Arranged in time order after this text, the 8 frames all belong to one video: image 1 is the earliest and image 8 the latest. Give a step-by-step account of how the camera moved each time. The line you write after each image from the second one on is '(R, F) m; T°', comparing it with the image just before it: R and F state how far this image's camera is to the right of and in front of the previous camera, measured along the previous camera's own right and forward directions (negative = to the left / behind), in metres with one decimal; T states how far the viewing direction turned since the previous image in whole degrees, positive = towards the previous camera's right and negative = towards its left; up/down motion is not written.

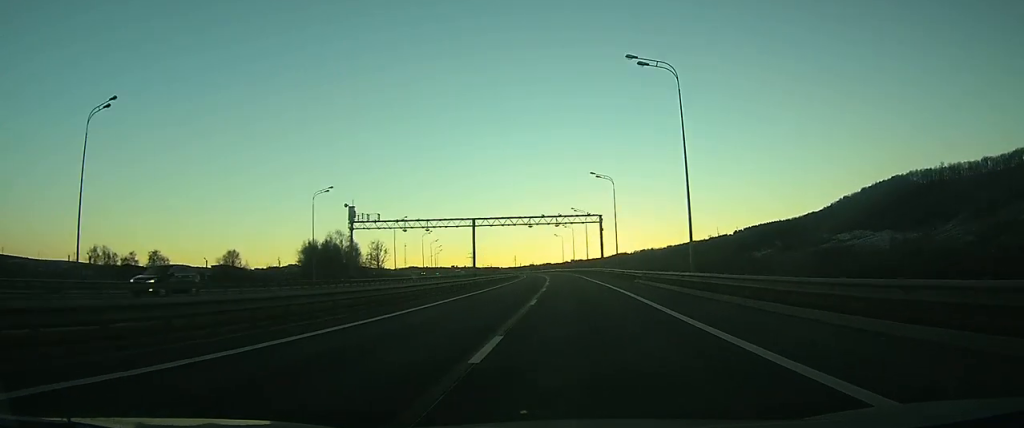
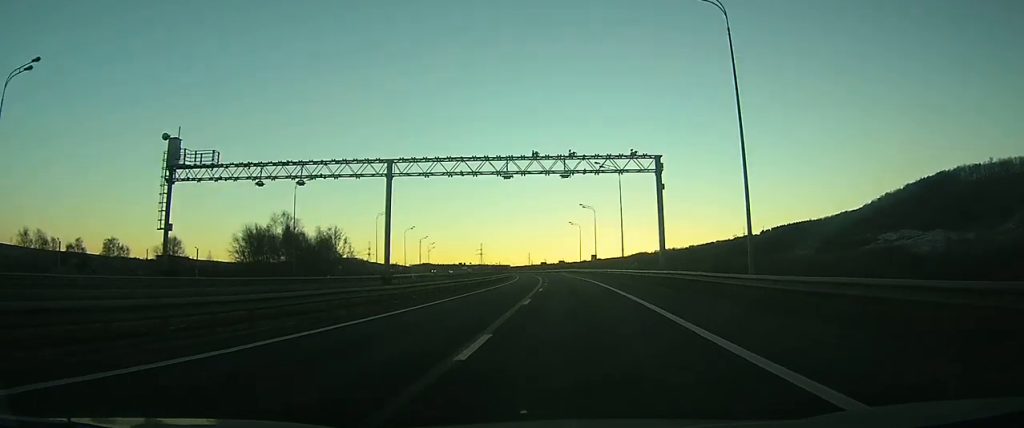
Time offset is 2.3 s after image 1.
(-0.3, +40.3) m; -1°
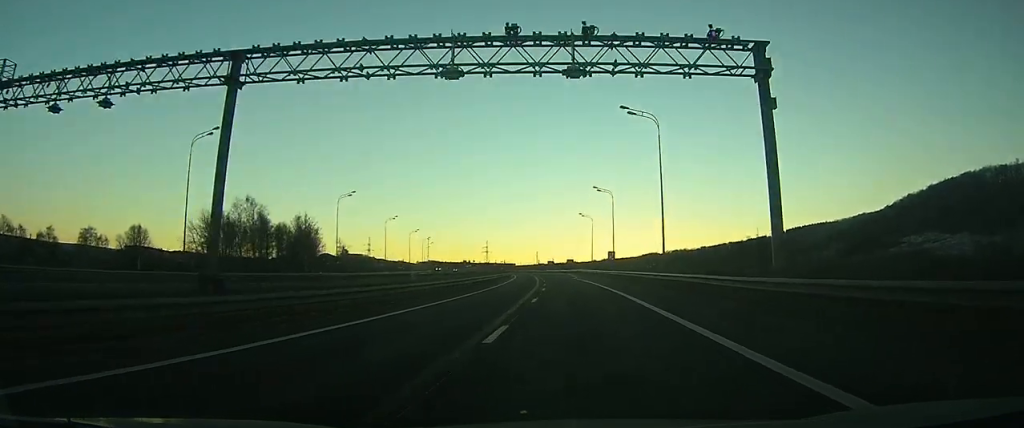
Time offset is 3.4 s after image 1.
(-0.1, +19.9) m; -1°
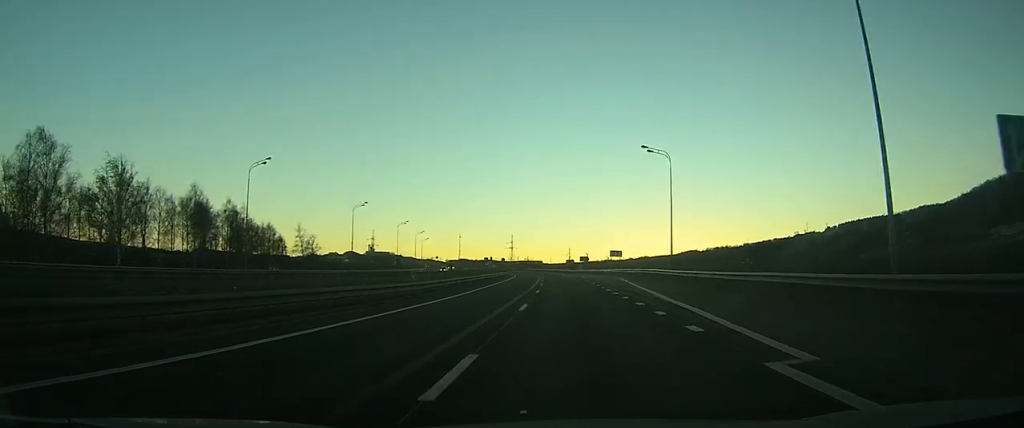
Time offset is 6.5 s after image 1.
(-1.6, +61.8) m; -3°
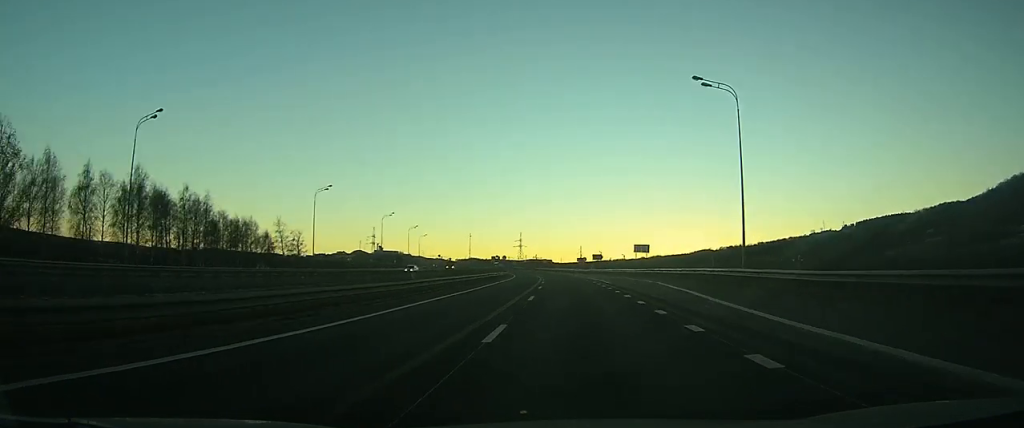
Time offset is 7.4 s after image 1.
(-0.3, +22.1) m; -1°
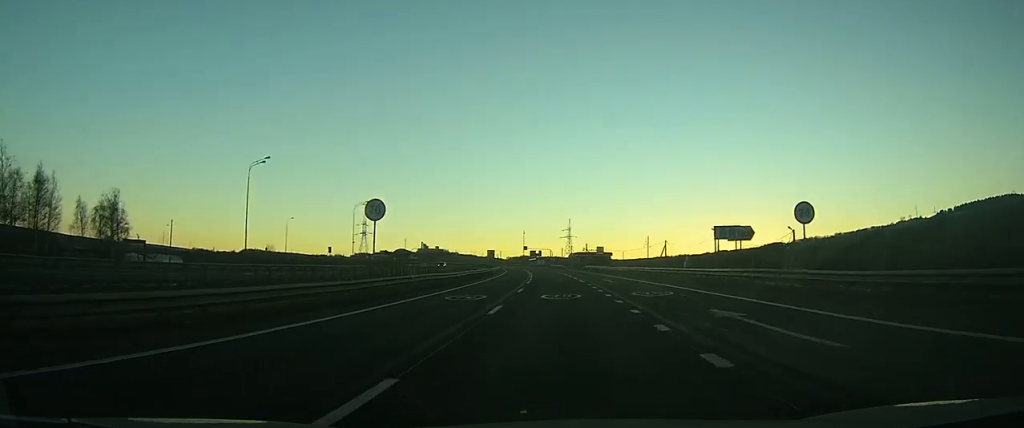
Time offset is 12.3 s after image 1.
(-5.5, +115.9) m; -6°
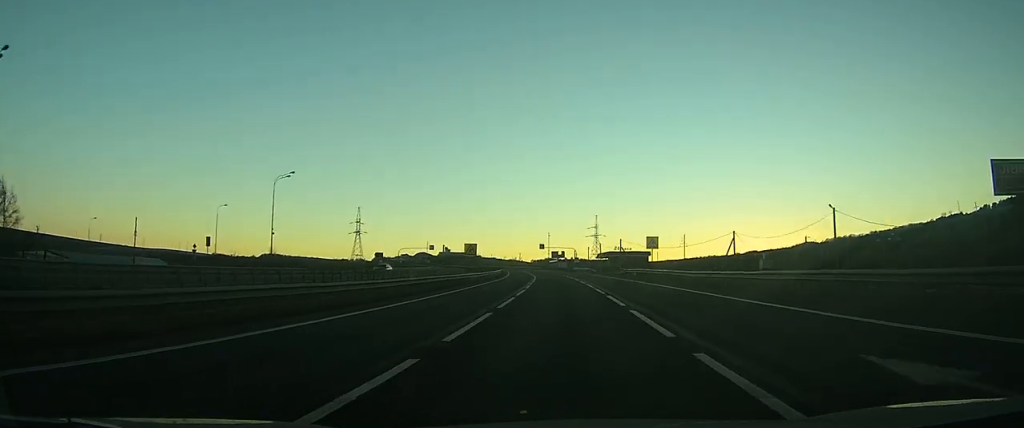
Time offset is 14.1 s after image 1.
(-1.2, +41.4) m; -3°
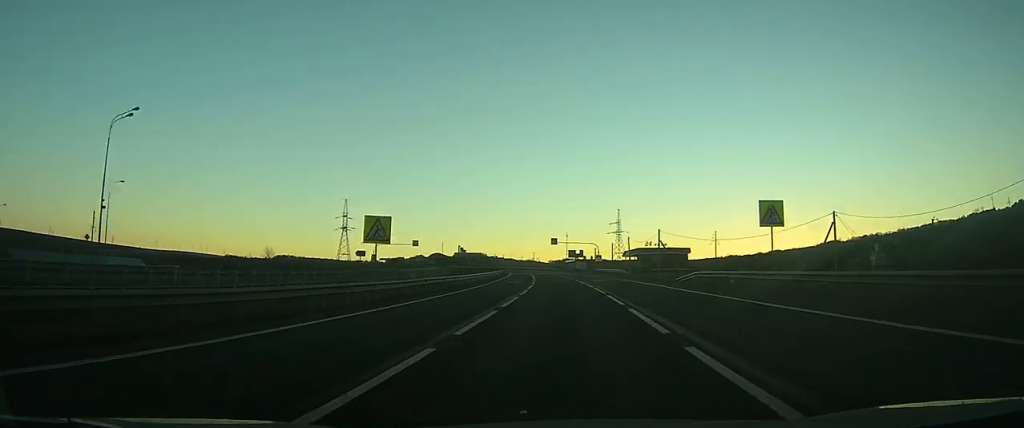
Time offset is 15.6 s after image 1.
(-0.6, +32.2) m; -2°
